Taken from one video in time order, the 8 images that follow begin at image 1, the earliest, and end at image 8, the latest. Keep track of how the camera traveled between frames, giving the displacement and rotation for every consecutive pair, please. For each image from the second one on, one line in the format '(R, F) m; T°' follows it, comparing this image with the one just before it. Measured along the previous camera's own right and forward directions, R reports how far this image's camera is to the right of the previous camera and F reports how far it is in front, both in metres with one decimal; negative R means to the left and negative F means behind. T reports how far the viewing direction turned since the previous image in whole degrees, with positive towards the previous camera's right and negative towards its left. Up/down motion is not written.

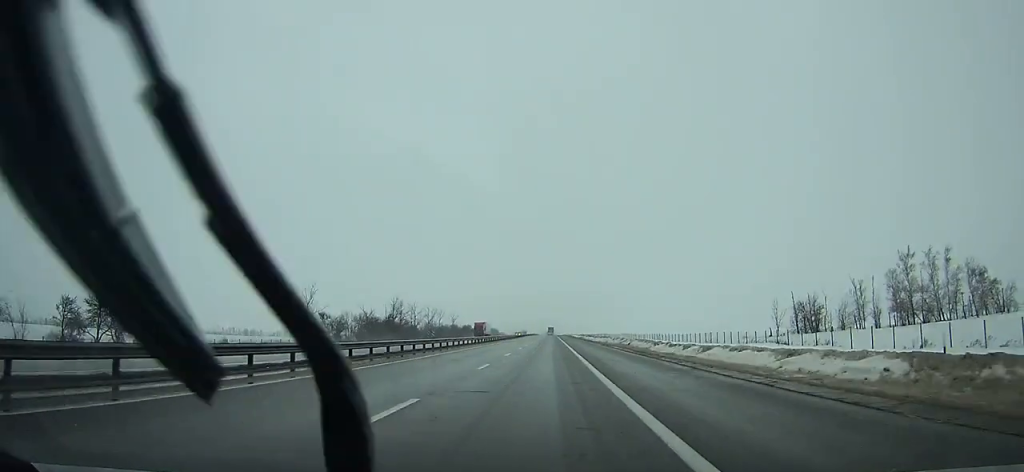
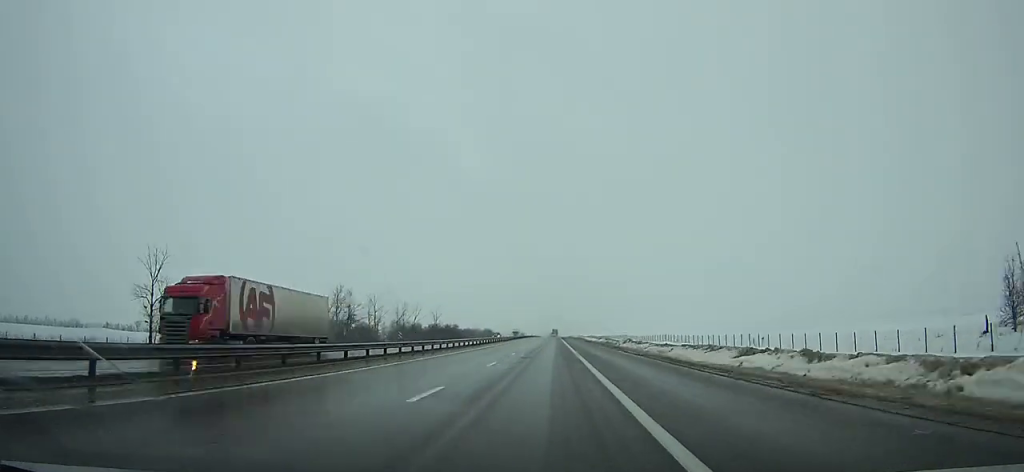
(-0.1, +57.0) m; 0°
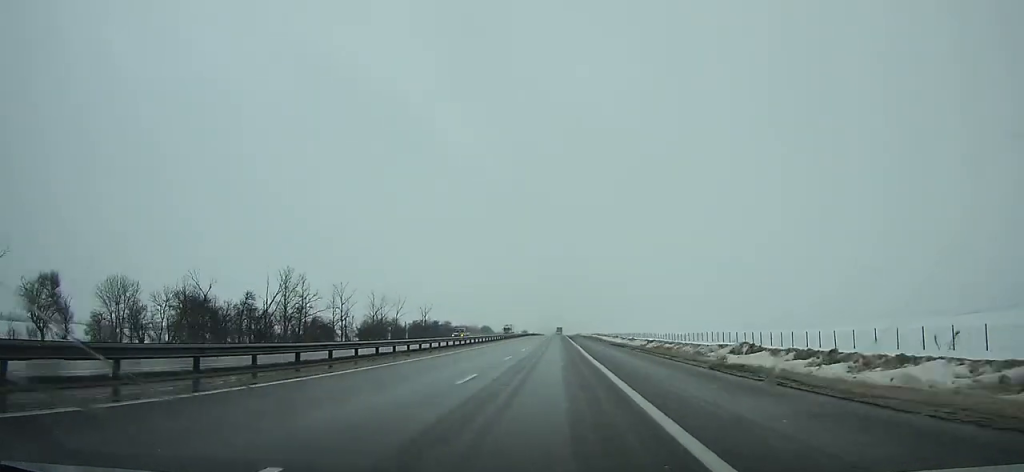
(0.0, +33.0) m; 0°
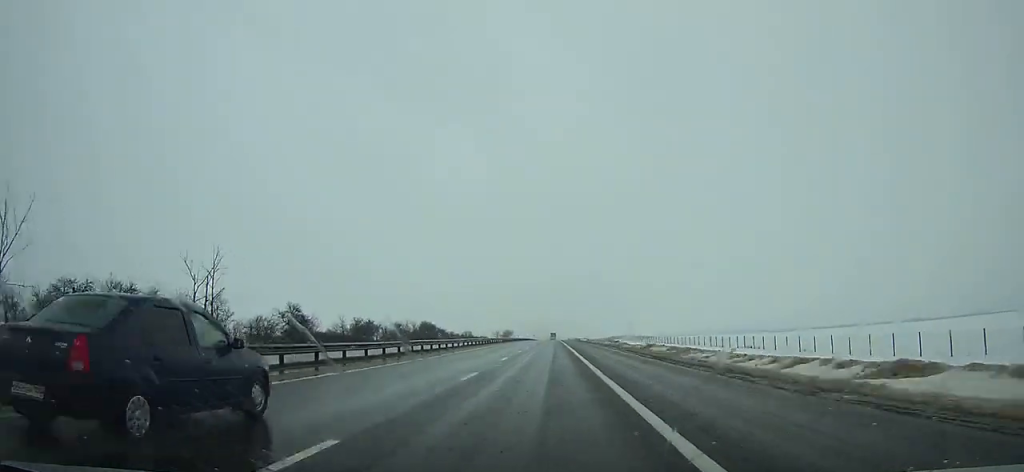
(+0.1, +154.4) m; 0°
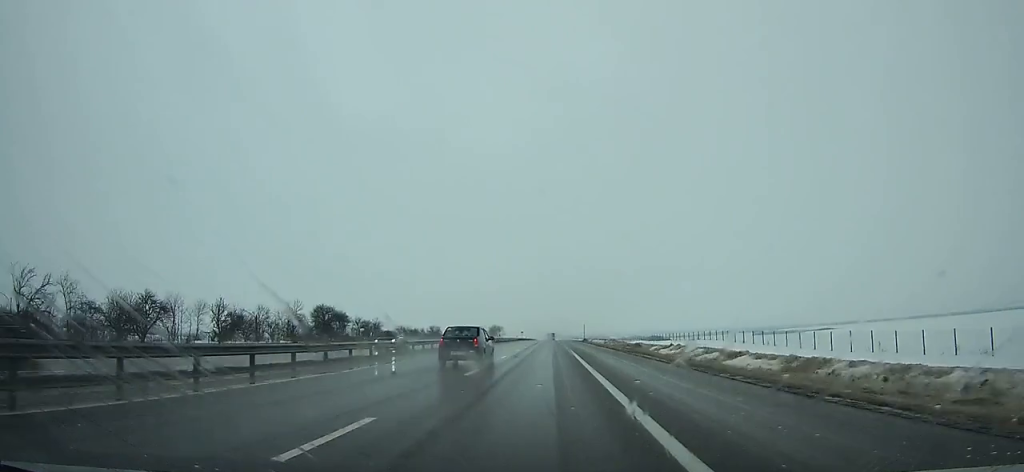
(+0.2, +96.0) m; 0°
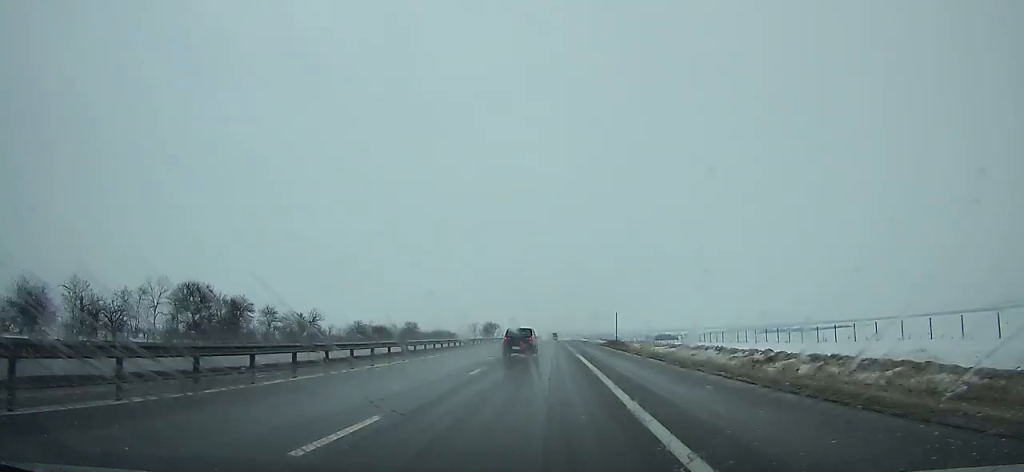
(+0.1, +48.5) m; 0°
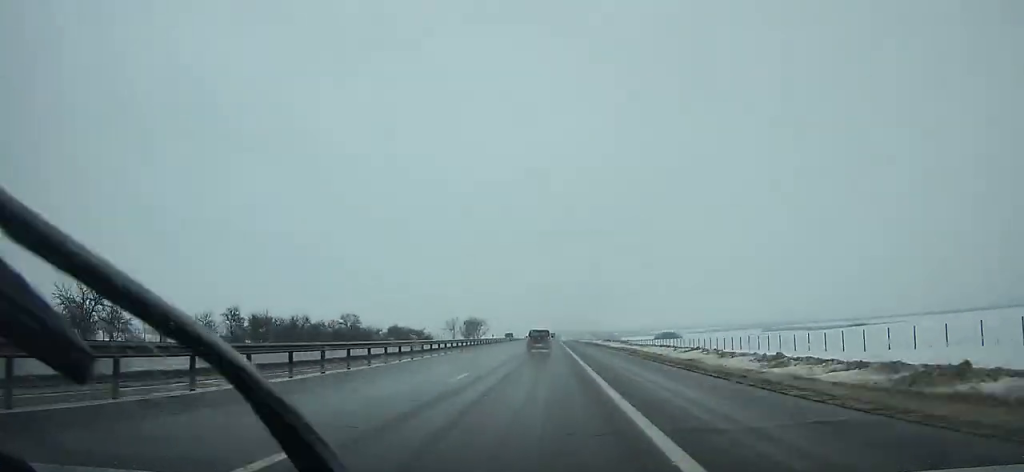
(-0.1, +62.9) m; 0°
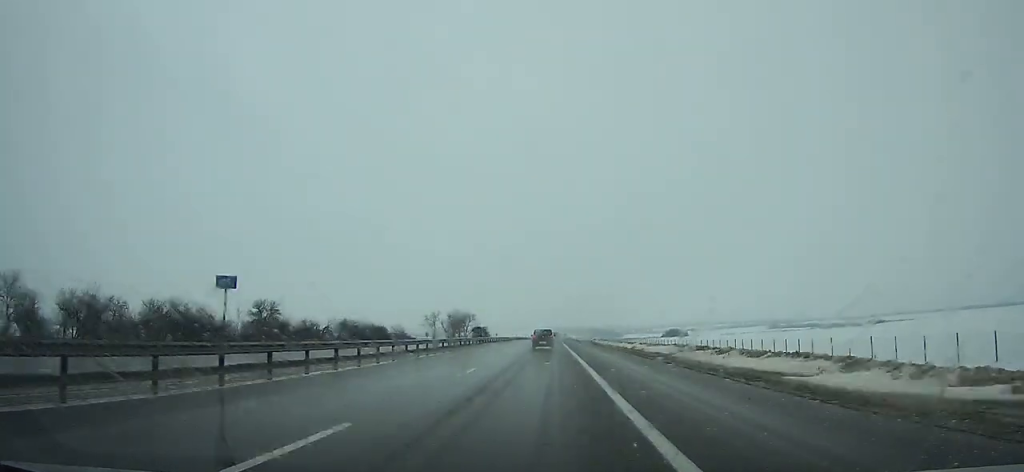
(-0.1, +47.1) m; 0°
